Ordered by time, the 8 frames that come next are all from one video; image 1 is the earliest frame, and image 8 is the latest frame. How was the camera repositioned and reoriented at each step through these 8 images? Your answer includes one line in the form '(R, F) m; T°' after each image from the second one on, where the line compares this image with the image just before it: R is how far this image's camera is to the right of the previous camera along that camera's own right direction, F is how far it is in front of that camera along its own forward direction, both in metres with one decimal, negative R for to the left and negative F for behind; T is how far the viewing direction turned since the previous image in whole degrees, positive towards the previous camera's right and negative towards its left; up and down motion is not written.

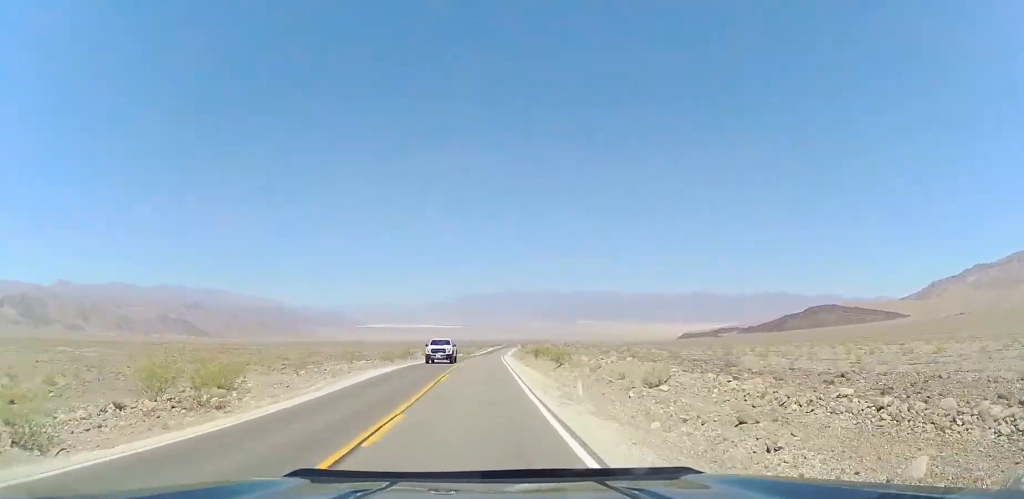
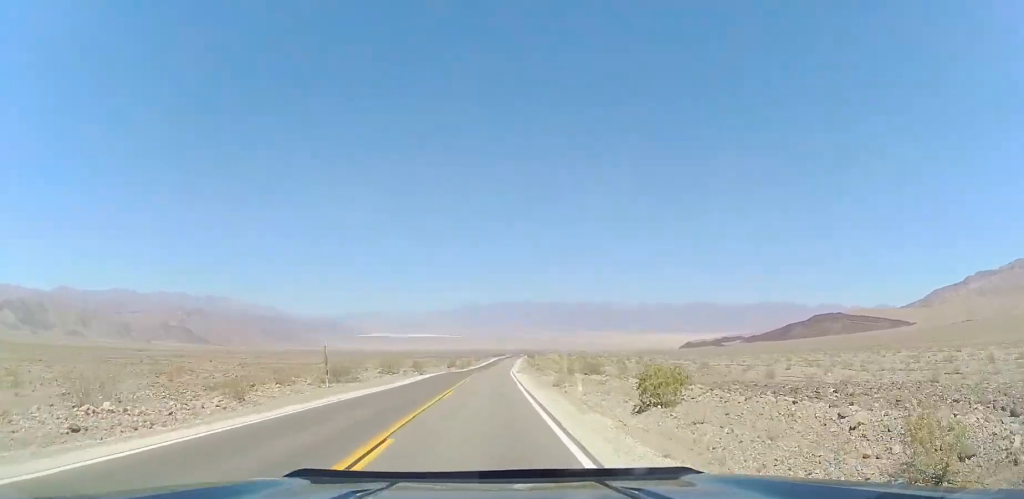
(0.0, +31.6) m; 0°
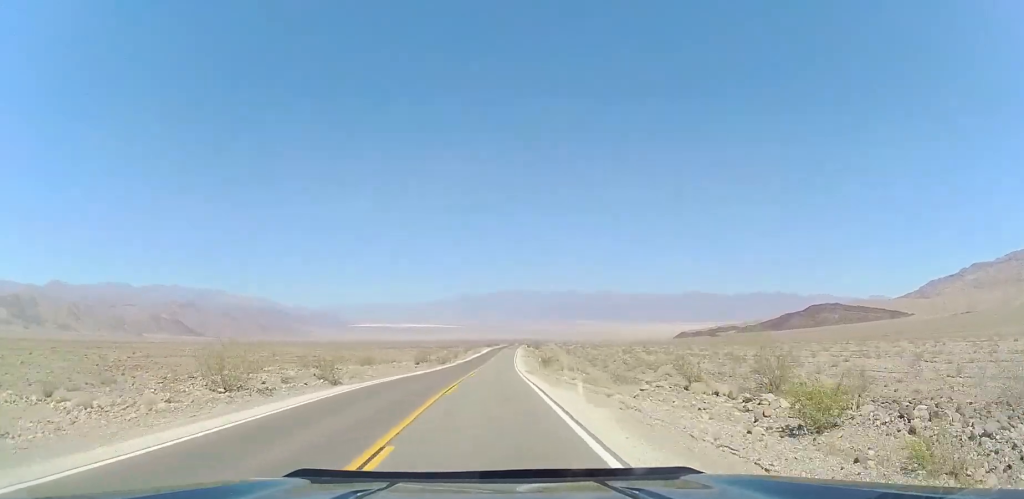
(0.0, +30.8) m; 0°
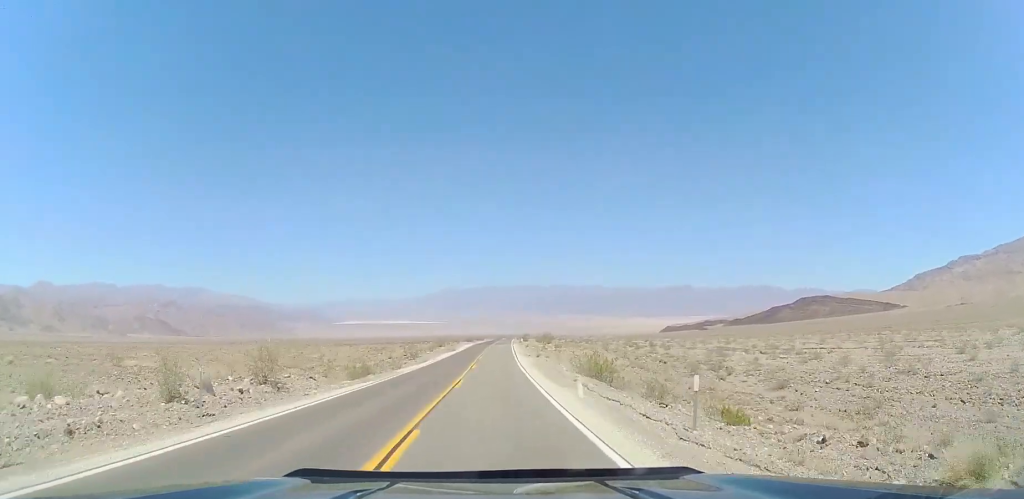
(+0.3, +41.7) m; +1°
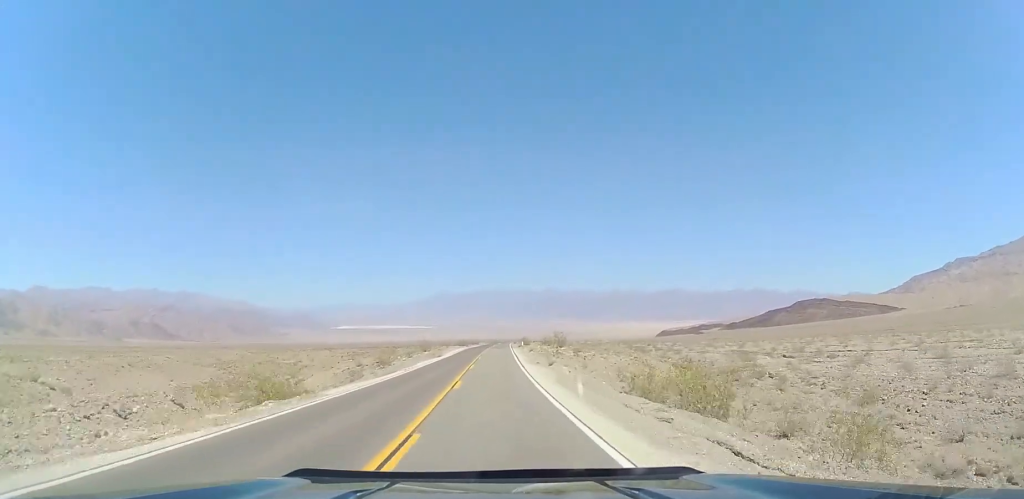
(+0.3, +15.1) m; 0°
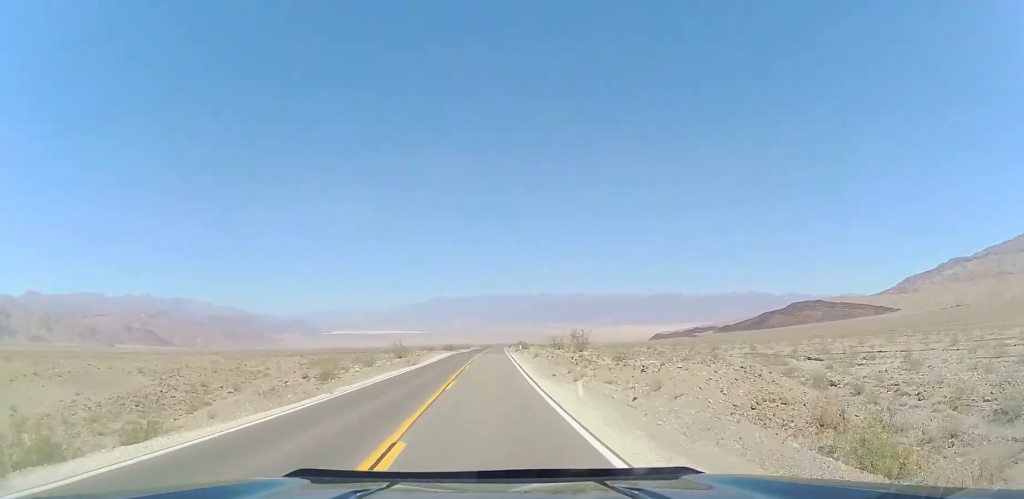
(-0.2, +15.1) m; +1°
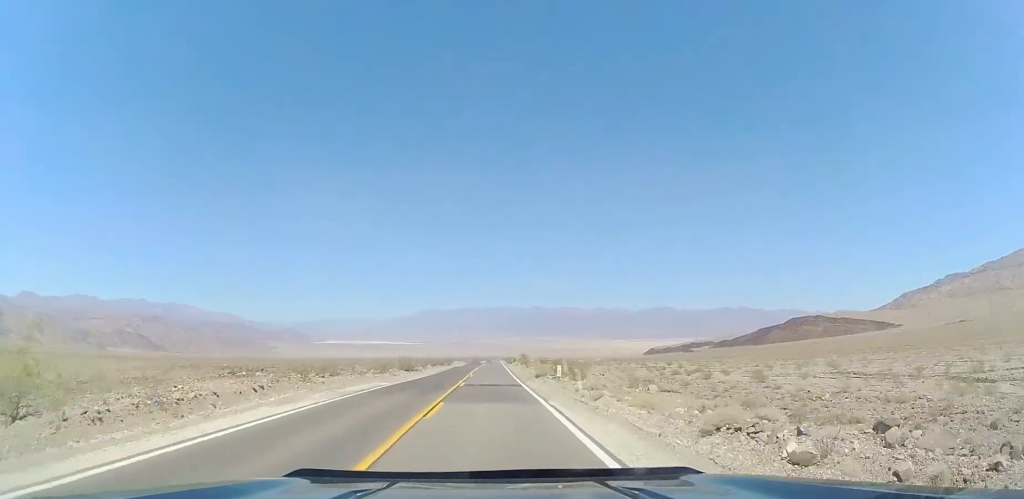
(+2.1, +49.3) m; +4°
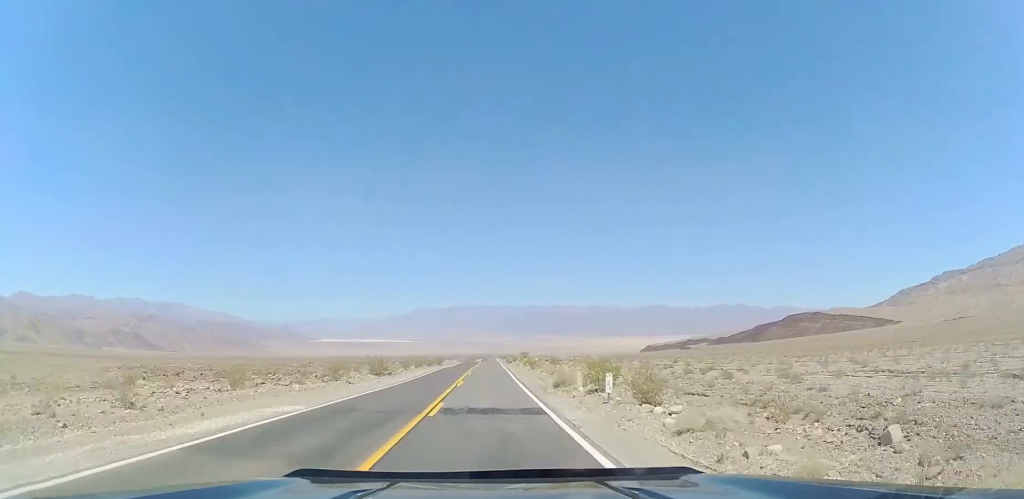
(+0.1, +13.2) m; 0°
